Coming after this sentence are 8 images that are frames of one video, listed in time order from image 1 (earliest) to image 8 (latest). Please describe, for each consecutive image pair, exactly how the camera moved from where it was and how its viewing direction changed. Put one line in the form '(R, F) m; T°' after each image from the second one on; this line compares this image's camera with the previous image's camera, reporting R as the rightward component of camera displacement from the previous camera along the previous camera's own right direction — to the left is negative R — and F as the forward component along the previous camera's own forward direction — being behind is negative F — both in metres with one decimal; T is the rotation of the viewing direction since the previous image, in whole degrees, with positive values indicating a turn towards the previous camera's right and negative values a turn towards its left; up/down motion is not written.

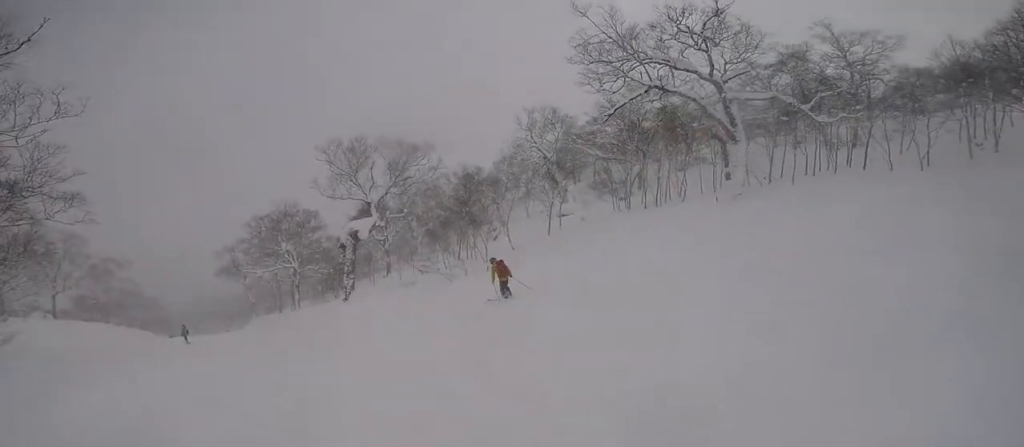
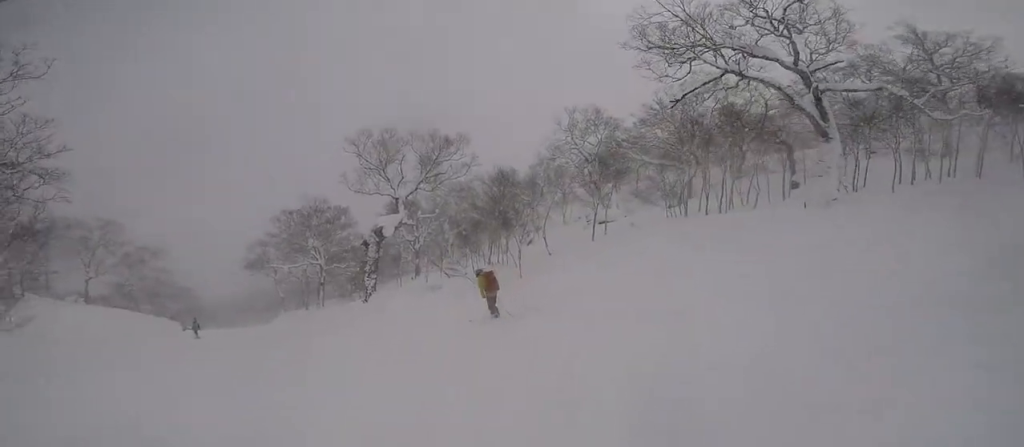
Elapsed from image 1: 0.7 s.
(+0.4, +3.1) m; +9°
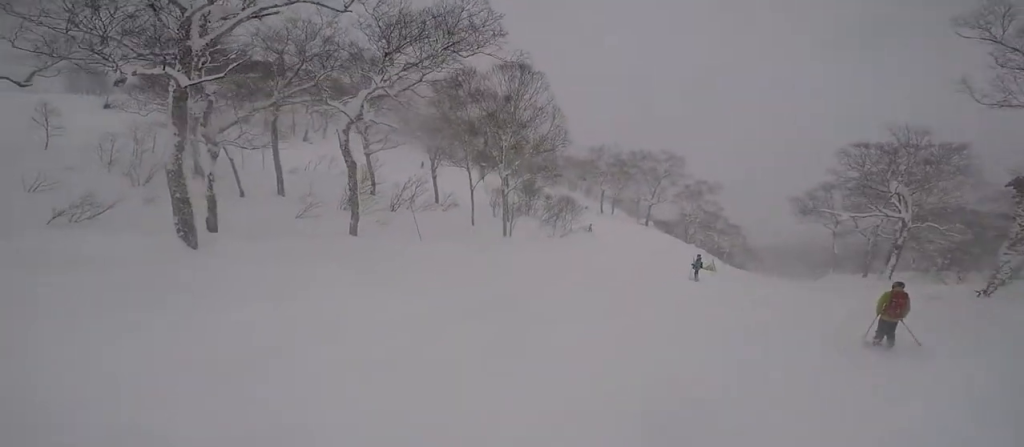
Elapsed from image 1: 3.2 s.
(-4.9, +7.7) m; -72°
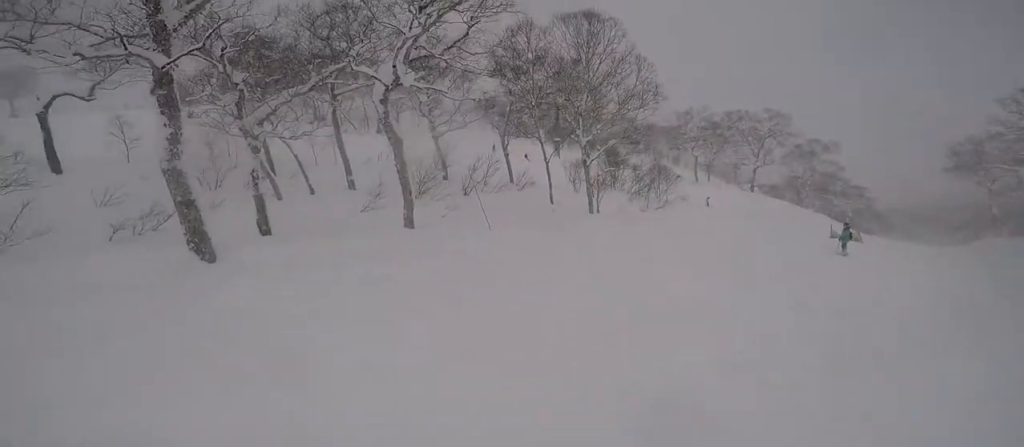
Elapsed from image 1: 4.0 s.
(-0.6, +3.4) m; 0°
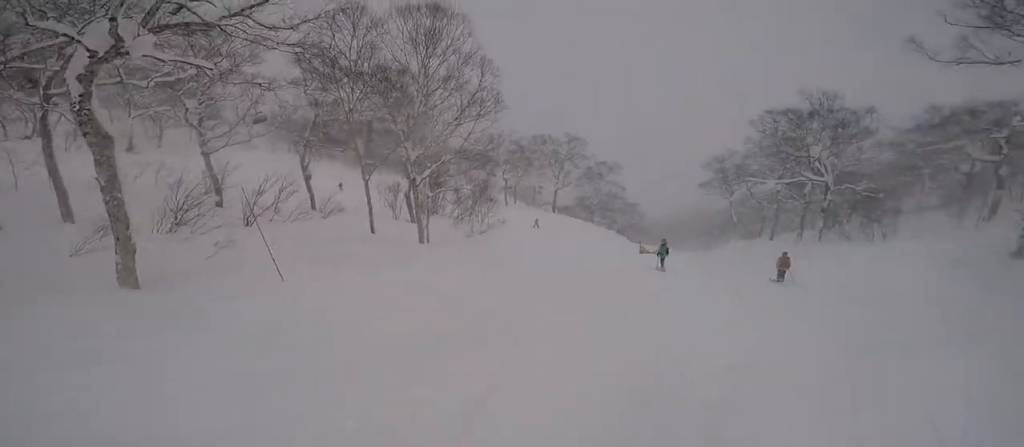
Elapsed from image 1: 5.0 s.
(+0.3, +3.3) m; +29°
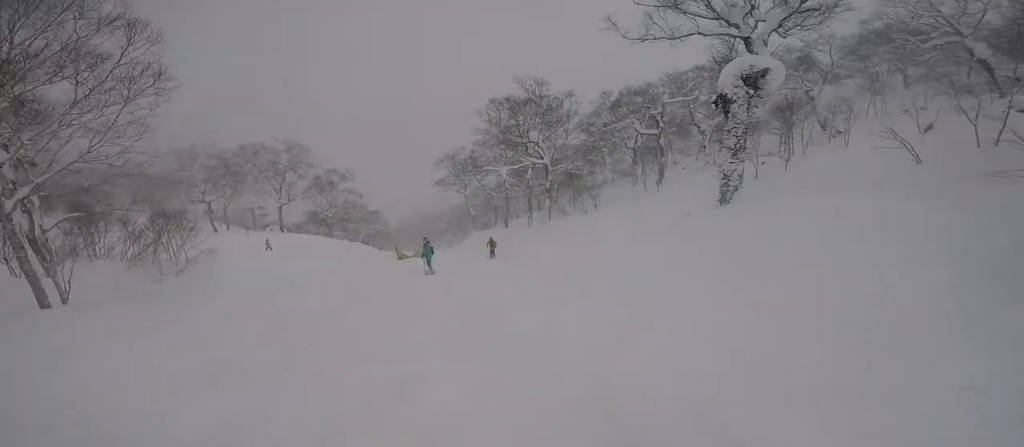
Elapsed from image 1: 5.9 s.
(+1.3, +3.2) m; +33°
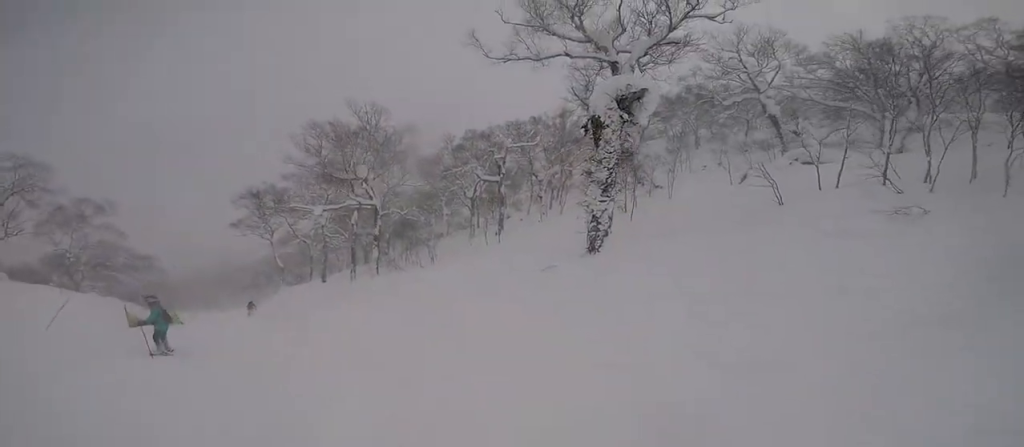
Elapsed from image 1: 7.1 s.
(+1.0, +4.8) m; +3°
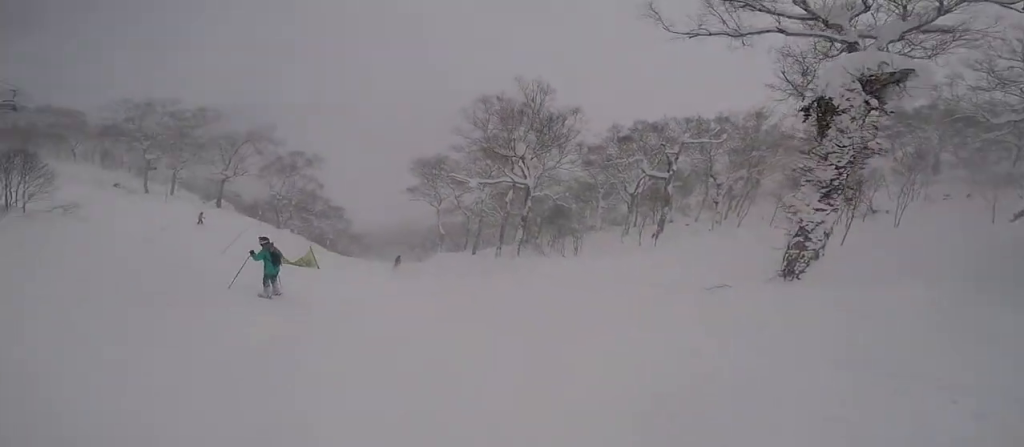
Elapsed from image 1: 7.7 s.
(+0.3, +2.3) m; -11°
